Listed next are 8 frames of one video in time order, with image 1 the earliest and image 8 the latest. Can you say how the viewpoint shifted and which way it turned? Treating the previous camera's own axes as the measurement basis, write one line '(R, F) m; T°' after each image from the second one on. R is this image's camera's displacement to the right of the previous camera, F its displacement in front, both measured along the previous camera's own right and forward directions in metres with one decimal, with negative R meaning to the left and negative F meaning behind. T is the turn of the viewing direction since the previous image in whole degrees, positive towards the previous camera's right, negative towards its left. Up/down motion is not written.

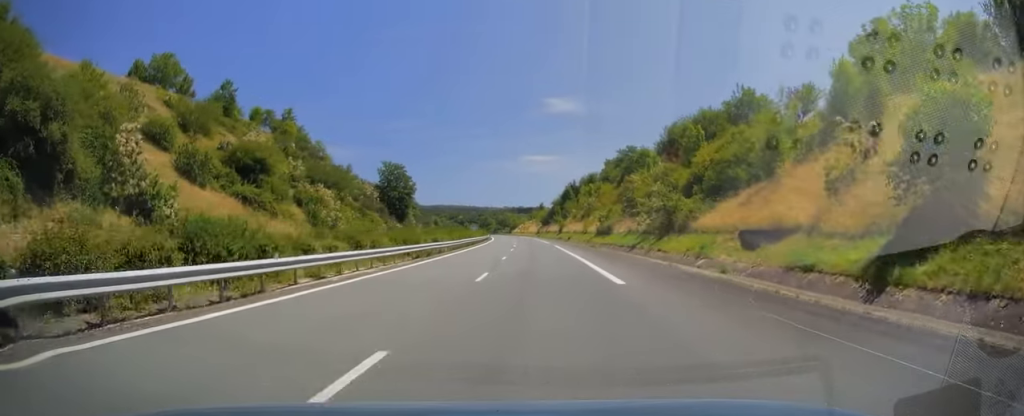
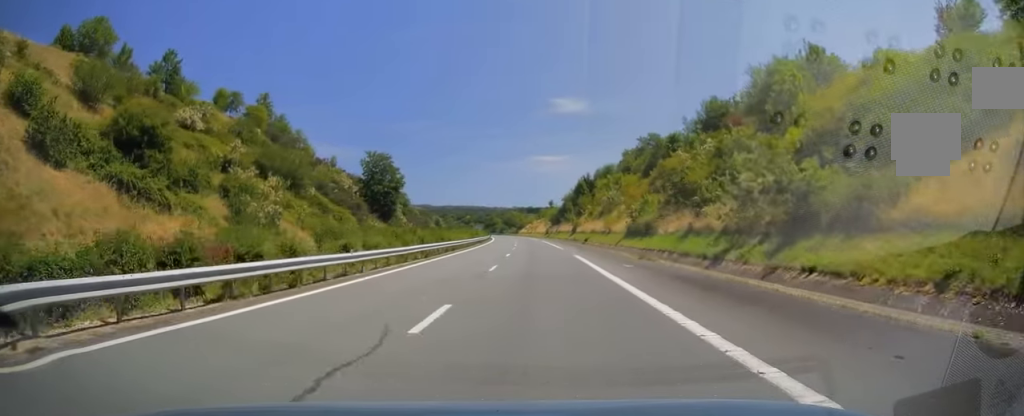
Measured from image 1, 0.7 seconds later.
(0.0, +21.7) m; -1°
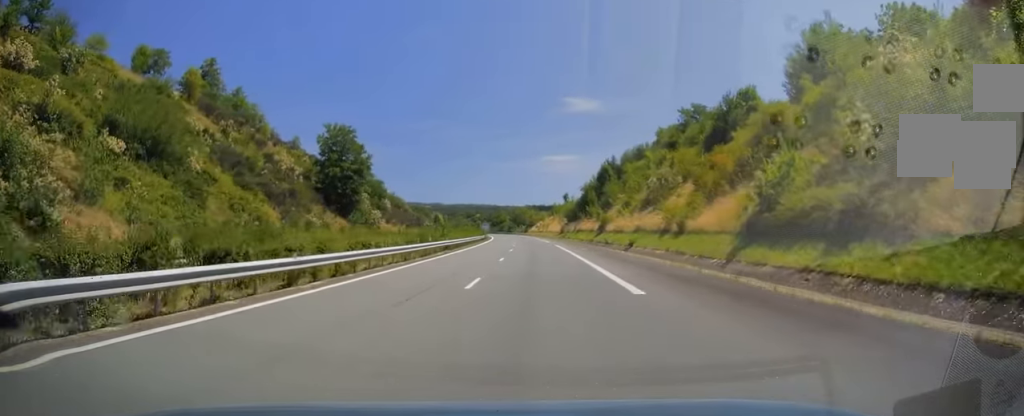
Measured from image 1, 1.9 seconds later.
(-0.4, +33.0) m; -1°
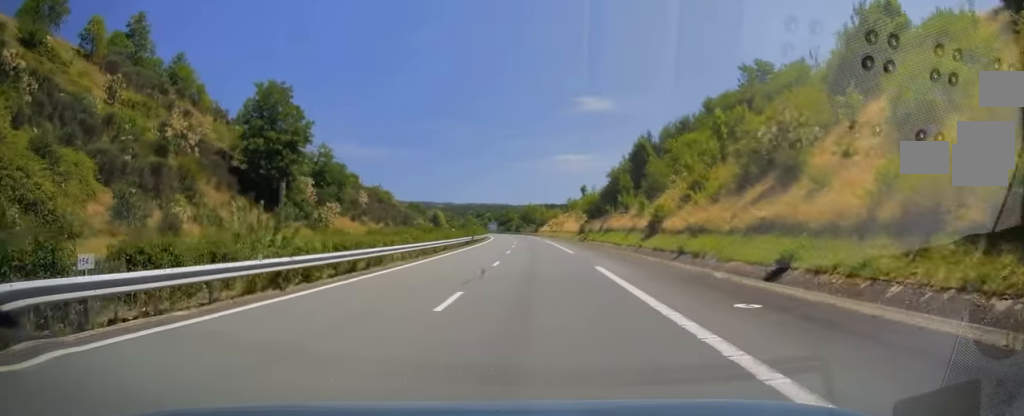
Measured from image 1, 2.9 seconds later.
(-0.3, +30.0) m; -1°
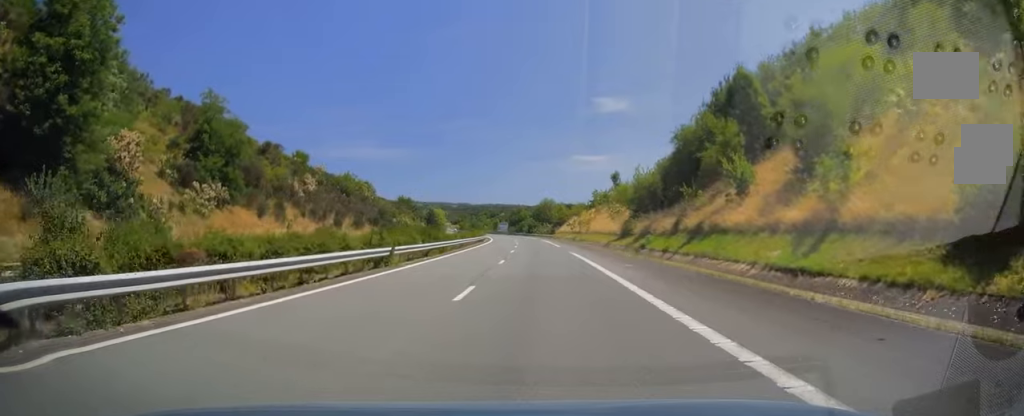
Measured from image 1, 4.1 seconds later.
(-0.4, +37.4) m; -1°
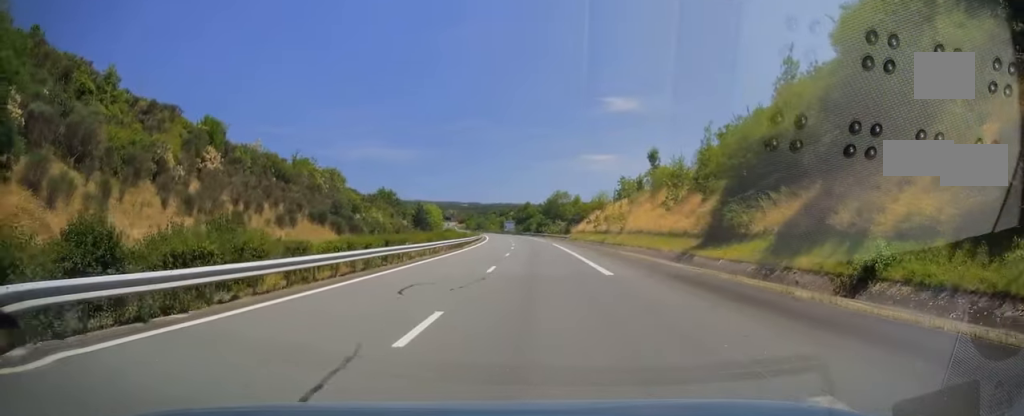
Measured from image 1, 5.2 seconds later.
(-0.4, +31.0) m; -2°
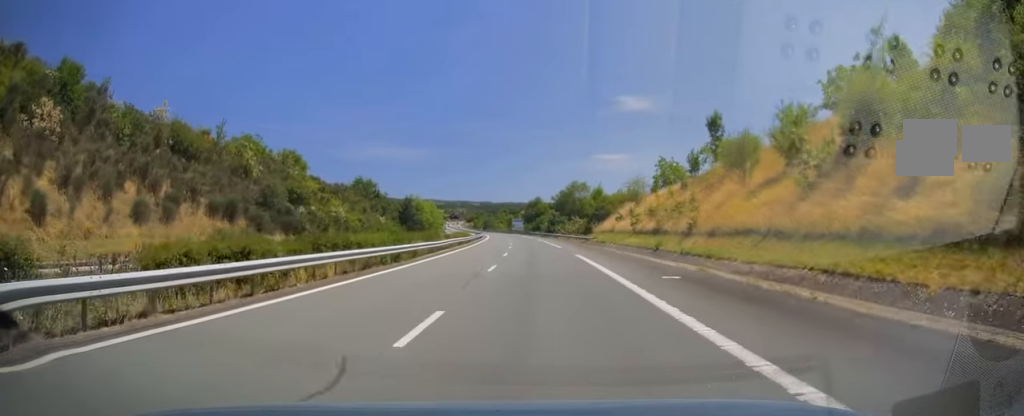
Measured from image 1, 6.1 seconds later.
(-0.3, +26.1) m; -1°
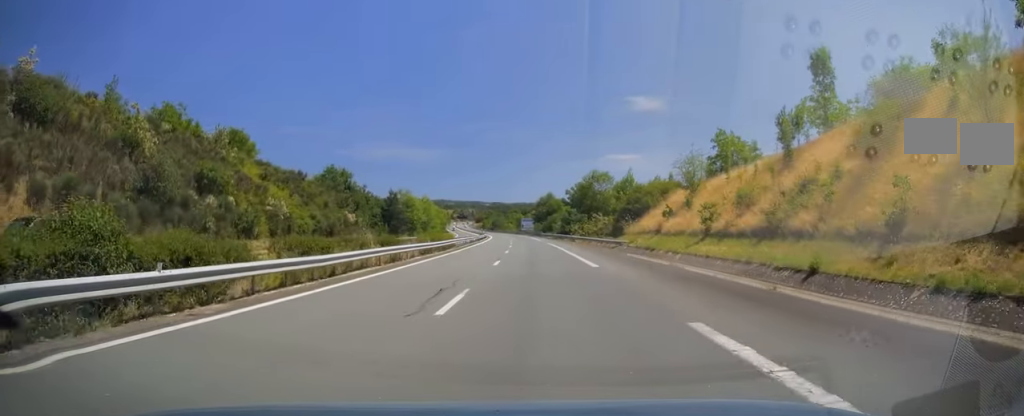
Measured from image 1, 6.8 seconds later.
(0.0, +22.1) m; -1°
